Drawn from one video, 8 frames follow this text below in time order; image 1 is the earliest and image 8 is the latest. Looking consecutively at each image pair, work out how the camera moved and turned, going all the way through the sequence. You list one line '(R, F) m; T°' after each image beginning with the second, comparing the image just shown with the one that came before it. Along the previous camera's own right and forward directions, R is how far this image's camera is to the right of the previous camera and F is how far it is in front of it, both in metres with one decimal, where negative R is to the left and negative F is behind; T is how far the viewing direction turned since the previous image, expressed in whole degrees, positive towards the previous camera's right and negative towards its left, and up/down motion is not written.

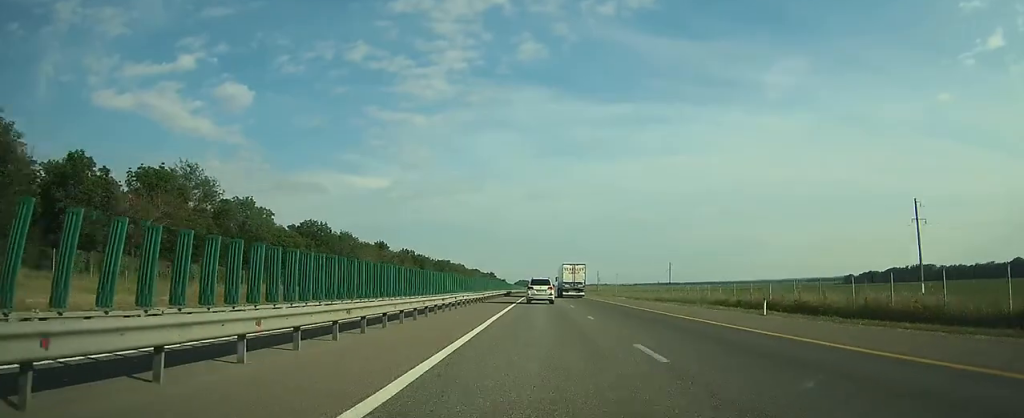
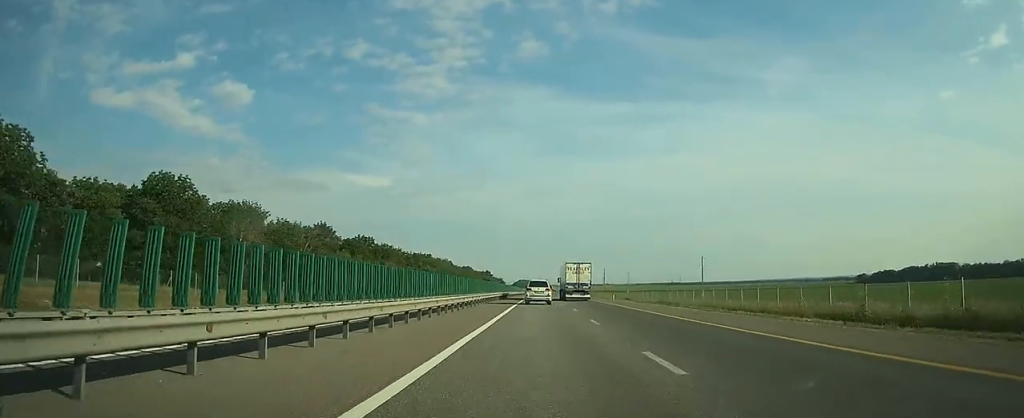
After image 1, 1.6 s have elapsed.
(0.0, +49.2) m; 0°
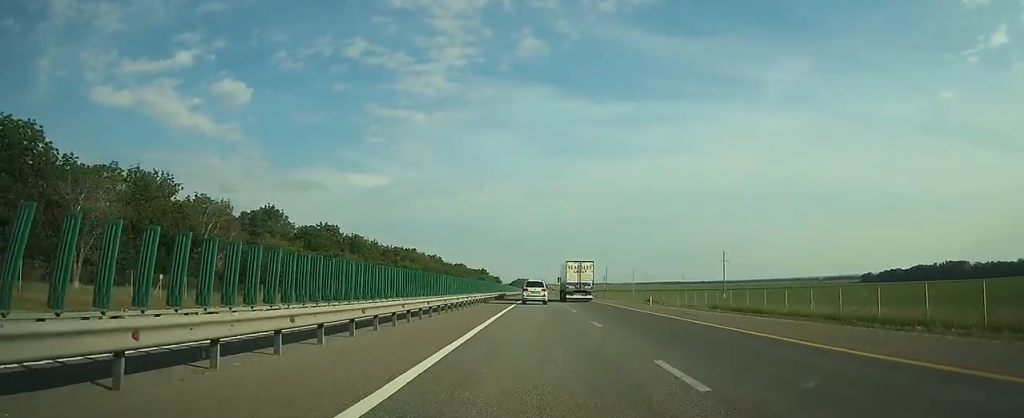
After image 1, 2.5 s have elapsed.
(0.0, +25.4) m; 0°
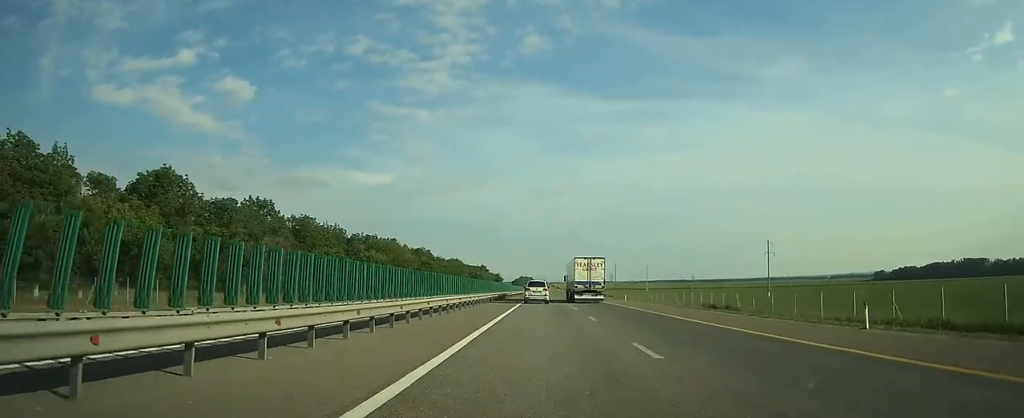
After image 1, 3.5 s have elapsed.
(0.0, +32.8) m; 0°
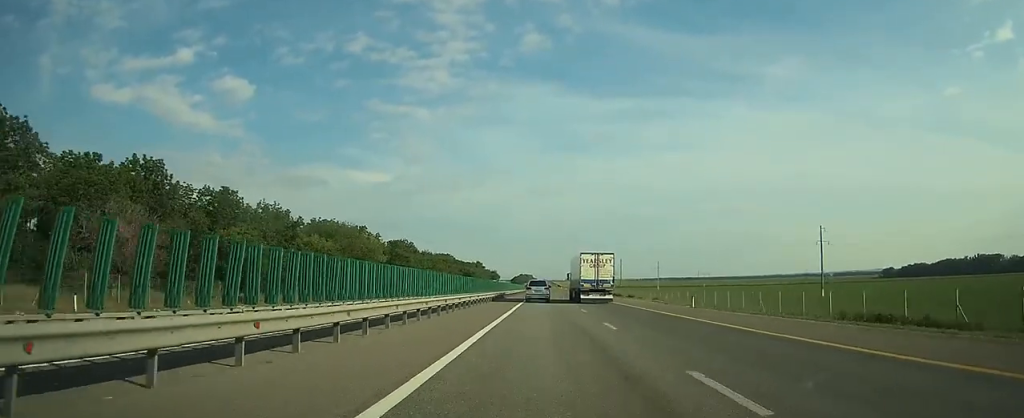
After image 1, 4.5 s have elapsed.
(-0.1, +28.9) m; 0°
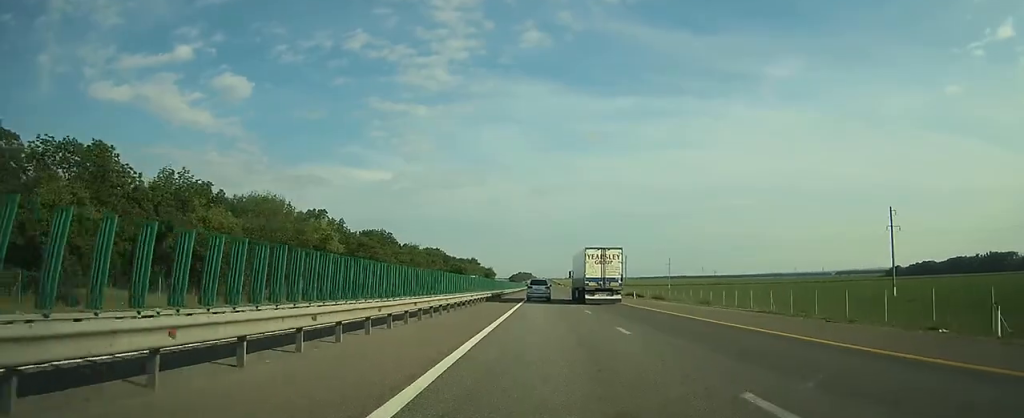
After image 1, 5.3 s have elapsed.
(-0.1, +26.0) m; 0°
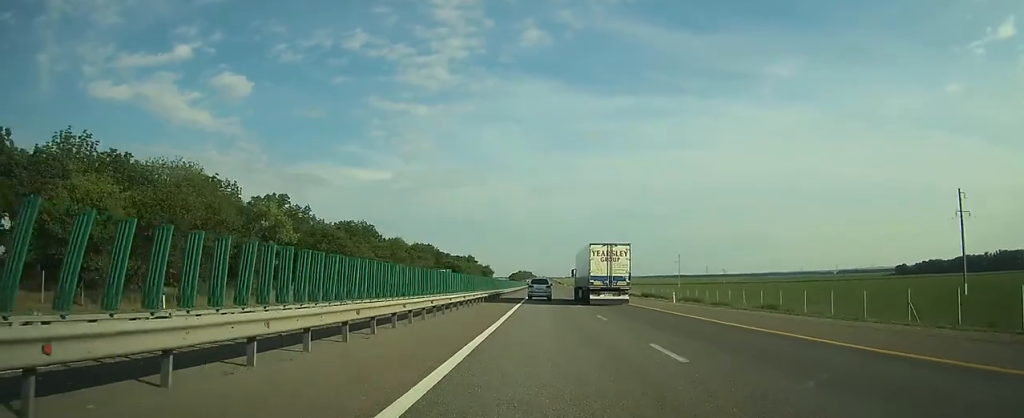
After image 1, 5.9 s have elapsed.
(0.0, +17.8) m; 0°
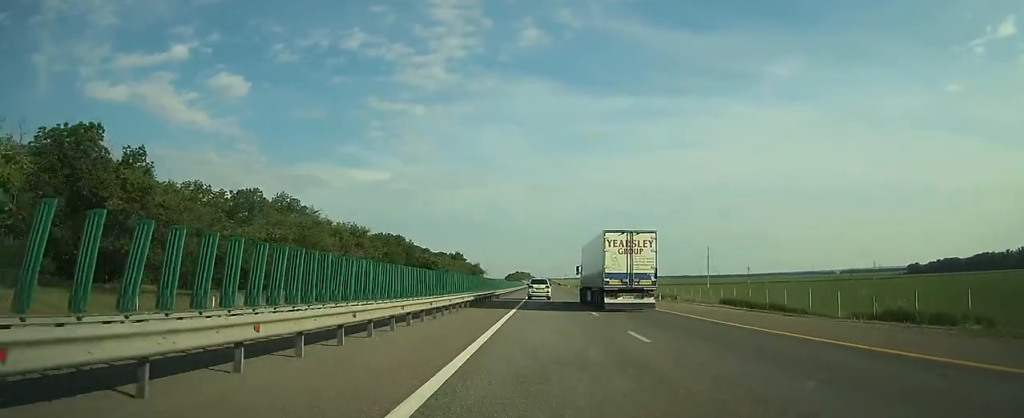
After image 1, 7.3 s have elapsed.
(+0.1, +44.3) m; 0°
